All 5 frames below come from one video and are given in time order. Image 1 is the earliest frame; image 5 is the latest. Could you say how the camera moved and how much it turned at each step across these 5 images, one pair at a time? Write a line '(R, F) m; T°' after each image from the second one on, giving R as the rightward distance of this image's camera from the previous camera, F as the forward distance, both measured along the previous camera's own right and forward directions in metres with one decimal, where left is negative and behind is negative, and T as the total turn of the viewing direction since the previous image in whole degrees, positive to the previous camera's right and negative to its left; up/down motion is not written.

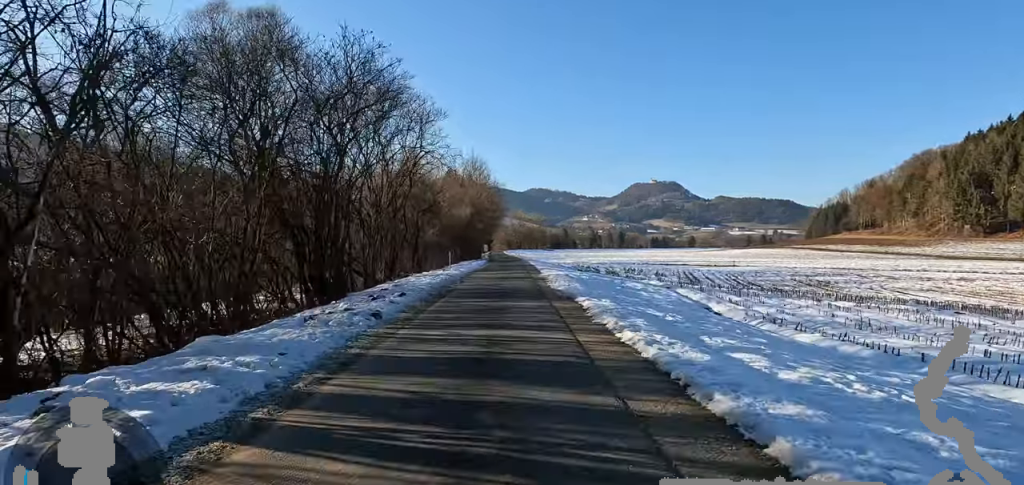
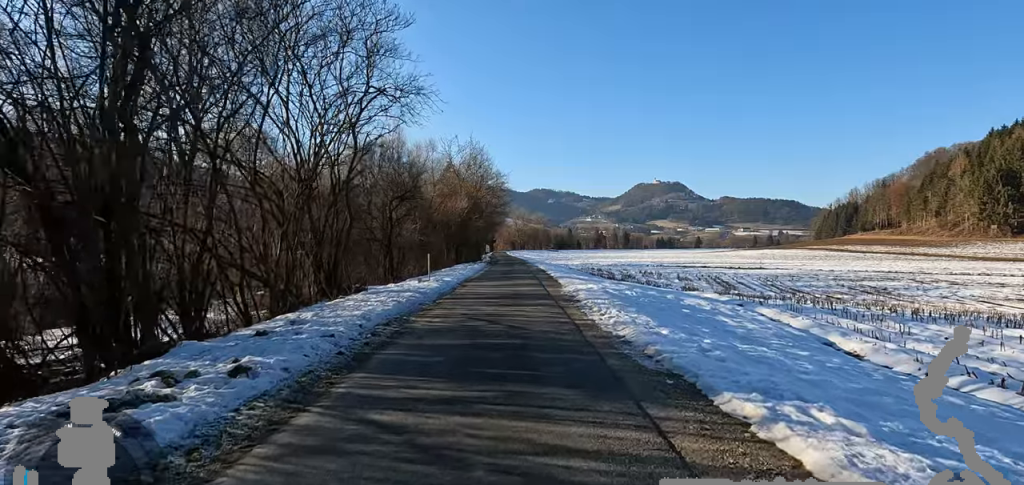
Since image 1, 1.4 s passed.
(+0.5, +7.6) m; +1°
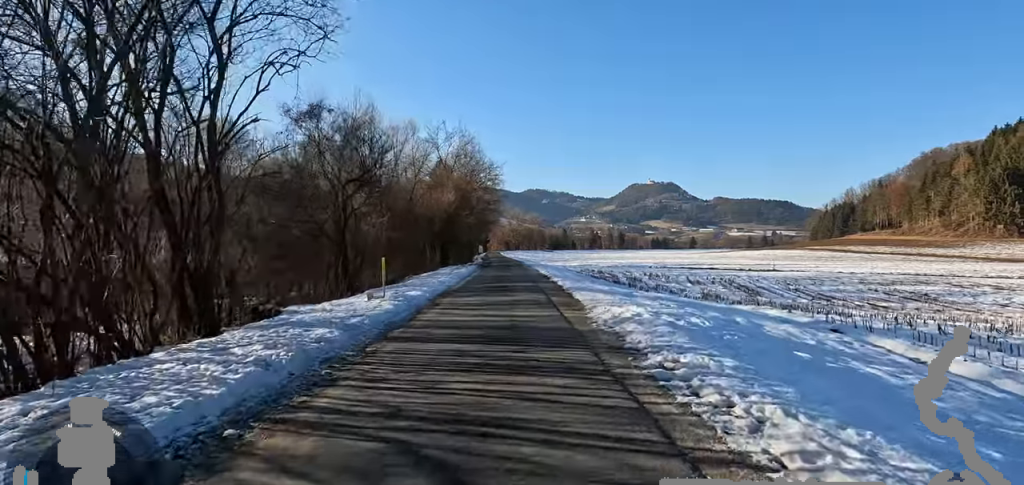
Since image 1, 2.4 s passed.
(0.0, +5.4) m; 0°
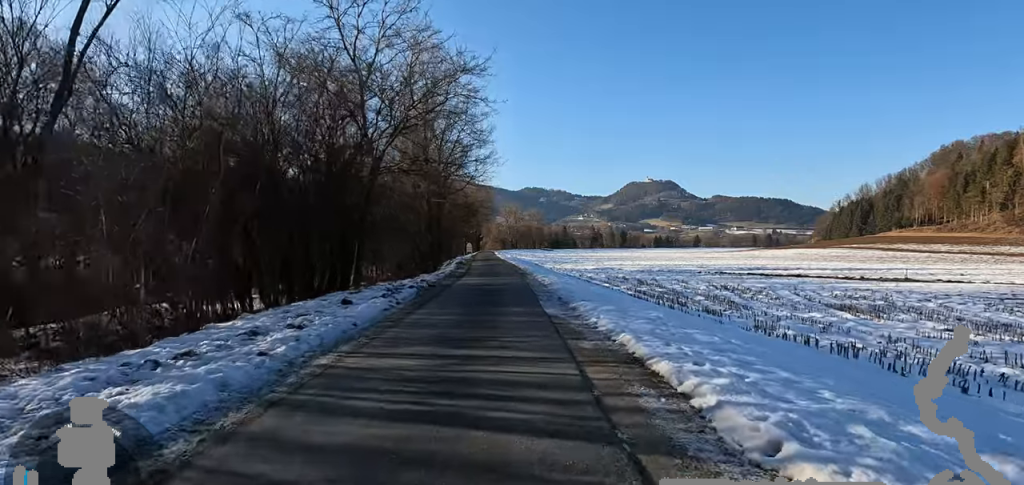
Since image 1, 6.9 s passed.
(+0.3, +24.2) m; -1°
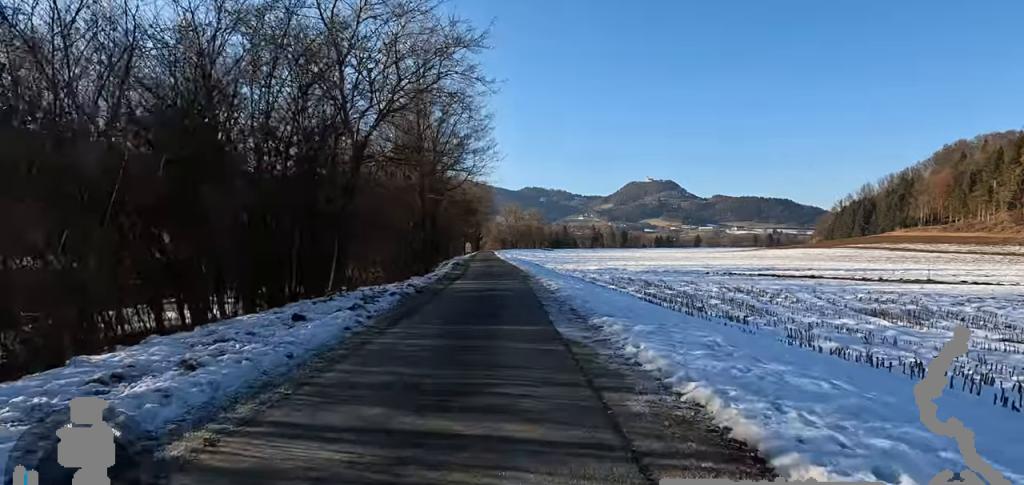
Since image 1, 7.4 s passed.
(-0.5, +2.5) m; 0°
